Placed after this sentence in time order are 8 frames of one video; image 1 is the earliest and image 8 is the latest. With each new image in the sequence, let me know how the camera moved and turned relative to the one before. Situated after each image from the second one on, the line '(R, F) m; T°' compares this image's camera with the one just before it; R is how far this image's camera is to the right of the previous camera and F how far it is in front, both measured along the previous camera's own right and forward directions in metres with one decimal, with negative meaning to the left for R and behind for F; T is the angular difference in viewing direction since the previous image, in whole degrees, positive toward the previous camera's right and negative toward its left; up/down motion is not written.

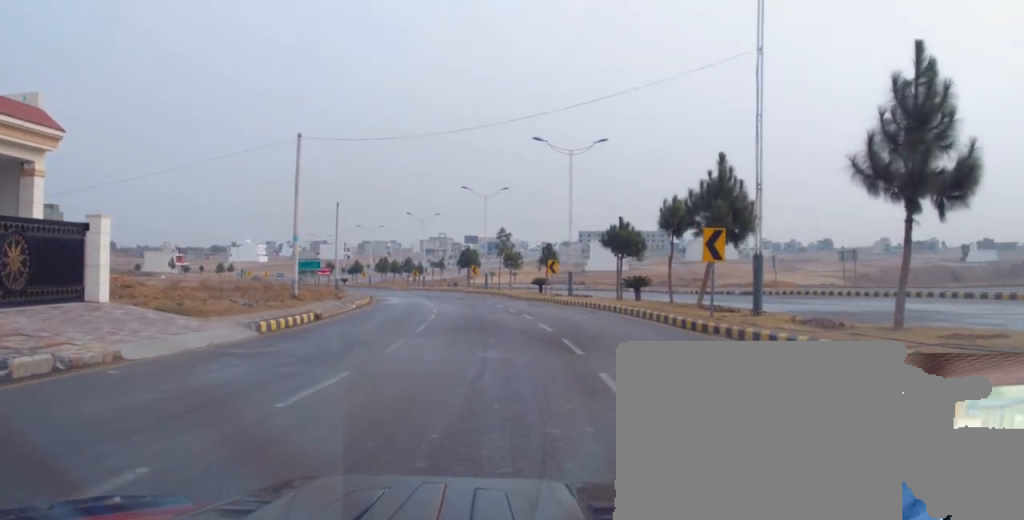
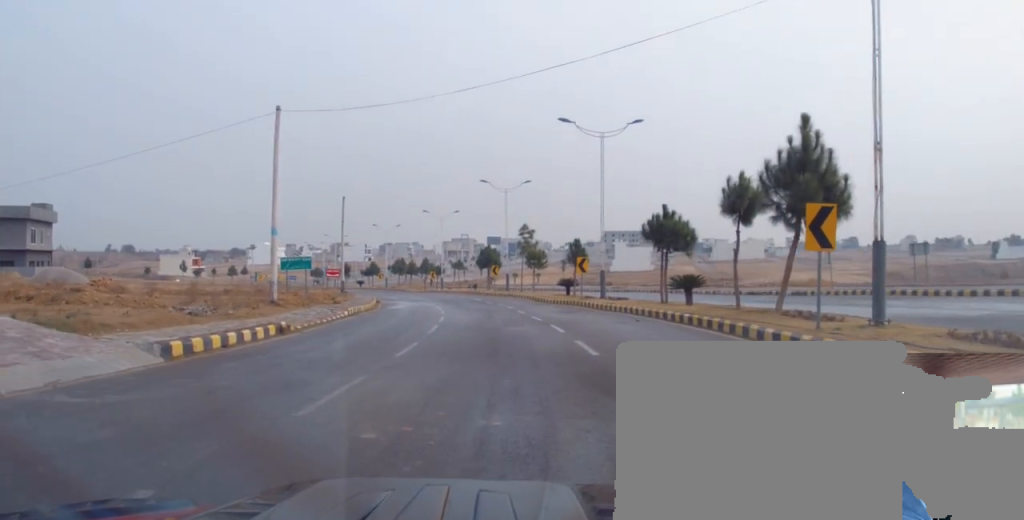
(-0.6, +5.9) m; 0°
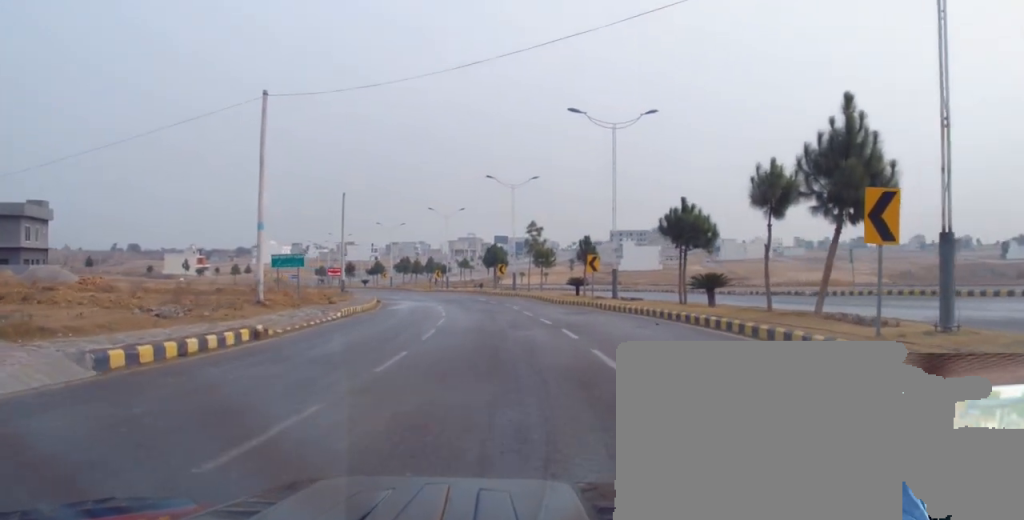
(+0.3, +2.2) m; +1°
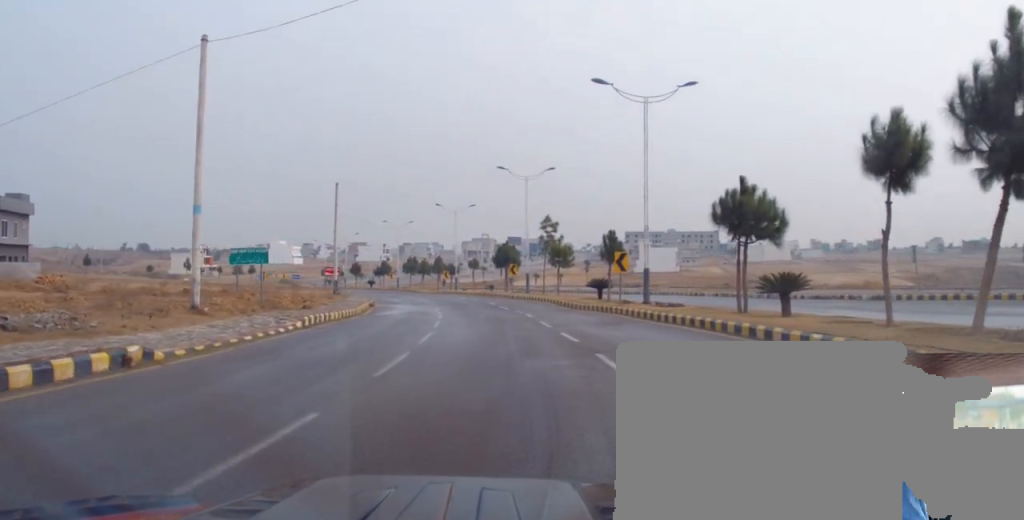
(0.0, +6.5) m; -2°
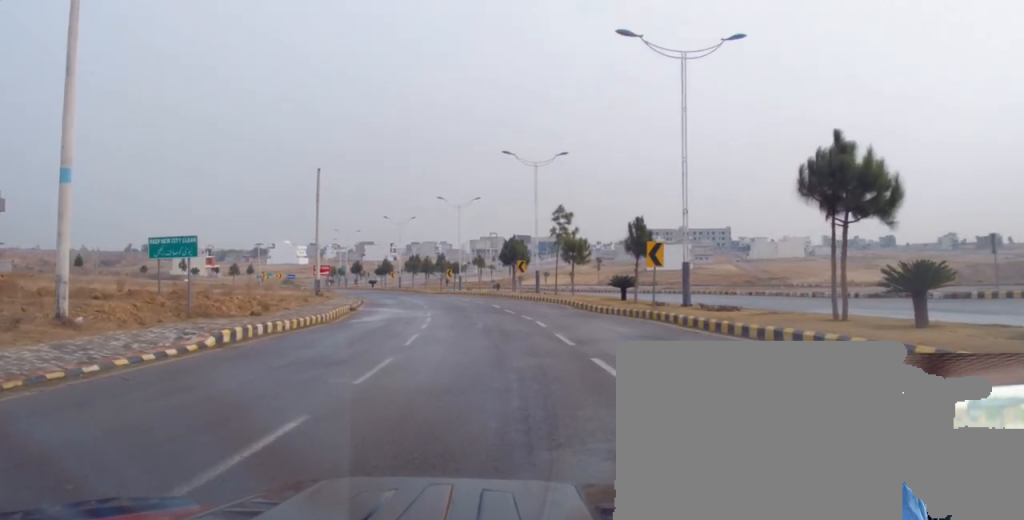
(-0.2, +6.9) m; +1°
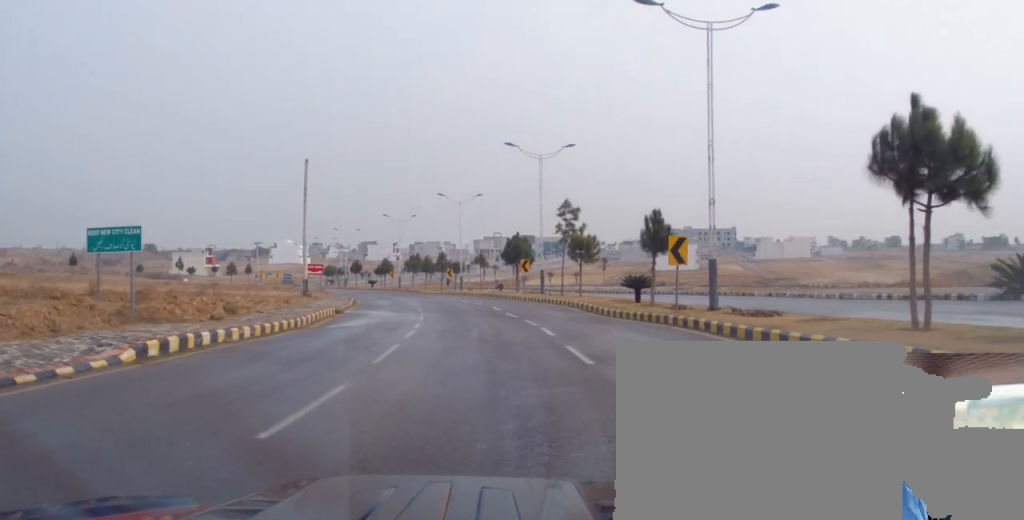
(+0.1, +3.6) m; -1°
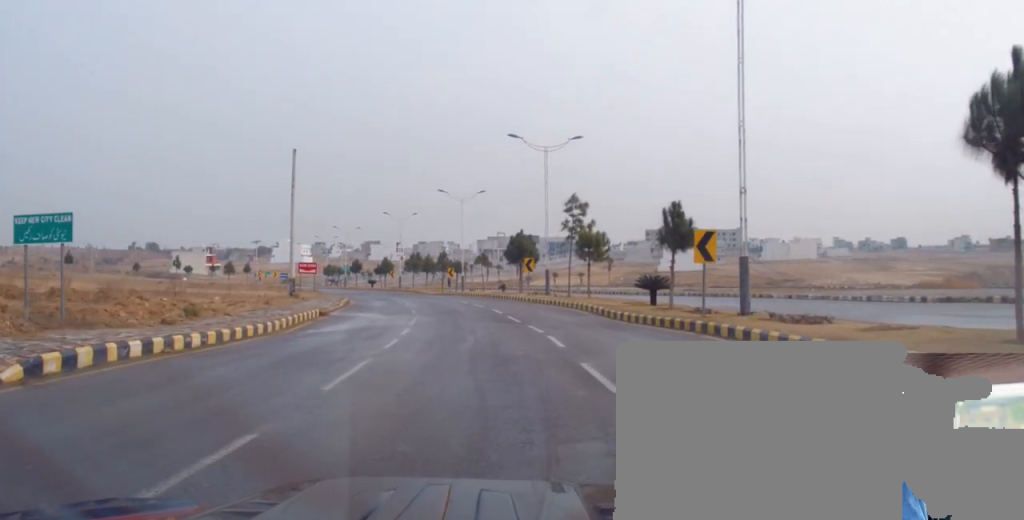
(+0.1, +3.1) m; -1°
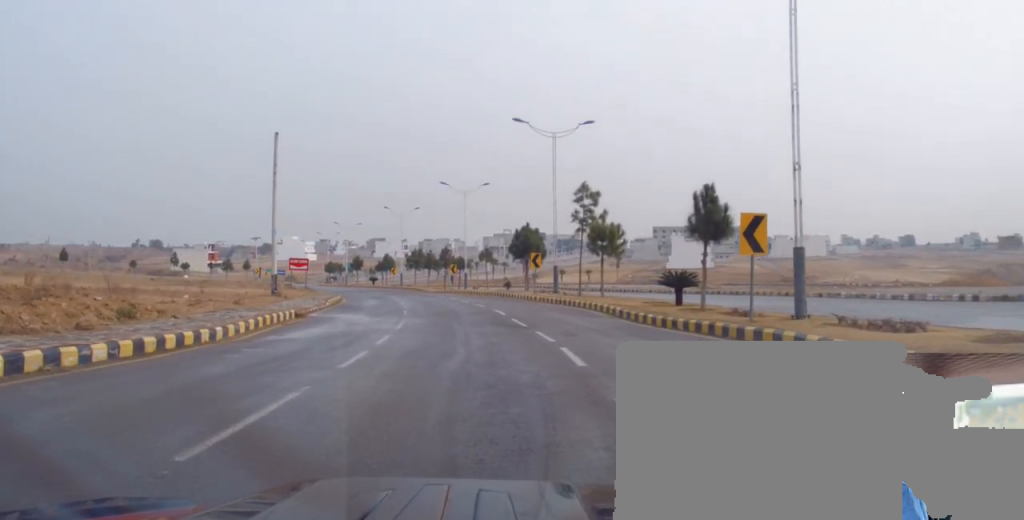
(-0.3, +3.9) m; 0°
